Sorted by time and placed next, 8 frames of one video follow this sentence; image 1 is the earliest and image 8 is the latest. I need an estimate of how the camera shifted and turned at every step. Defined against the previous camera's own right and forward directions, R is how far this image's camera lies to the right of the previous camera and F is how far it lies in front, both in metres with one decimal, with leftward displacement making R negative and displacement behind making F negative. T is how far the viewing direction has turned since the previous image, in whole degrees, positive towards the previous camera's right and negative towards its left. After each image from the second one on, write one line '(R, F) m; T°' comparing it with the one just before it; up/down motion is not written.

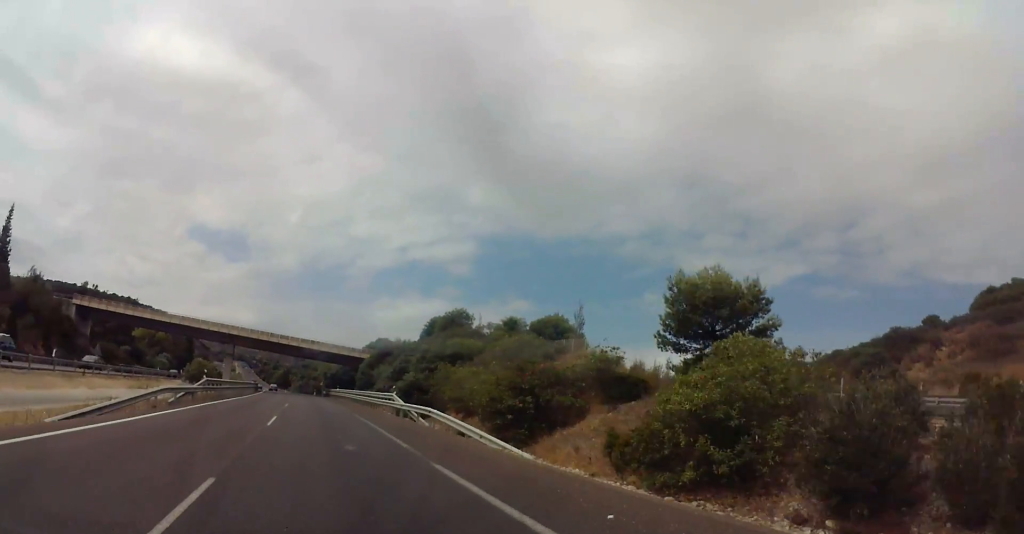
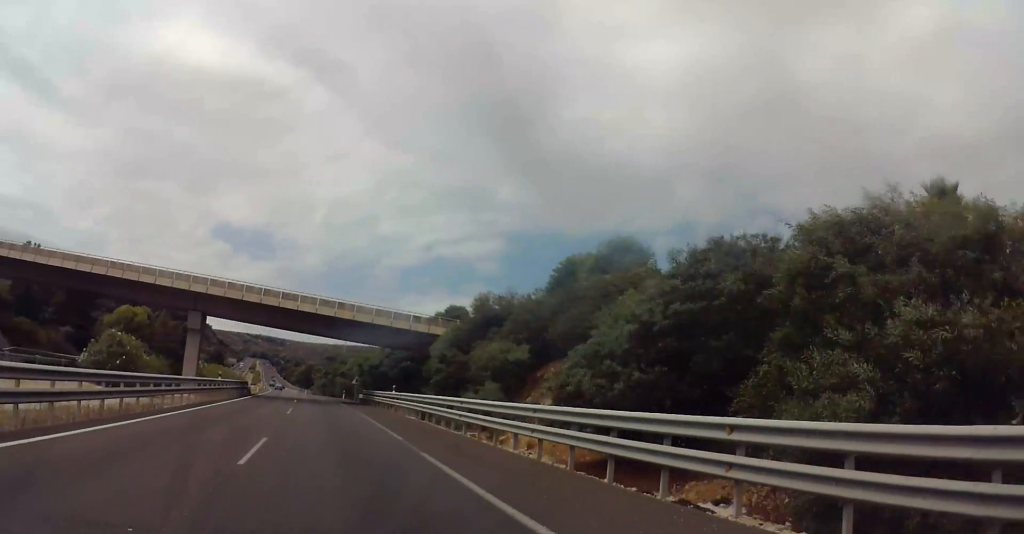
(-1.3, +43.7) m; -4°
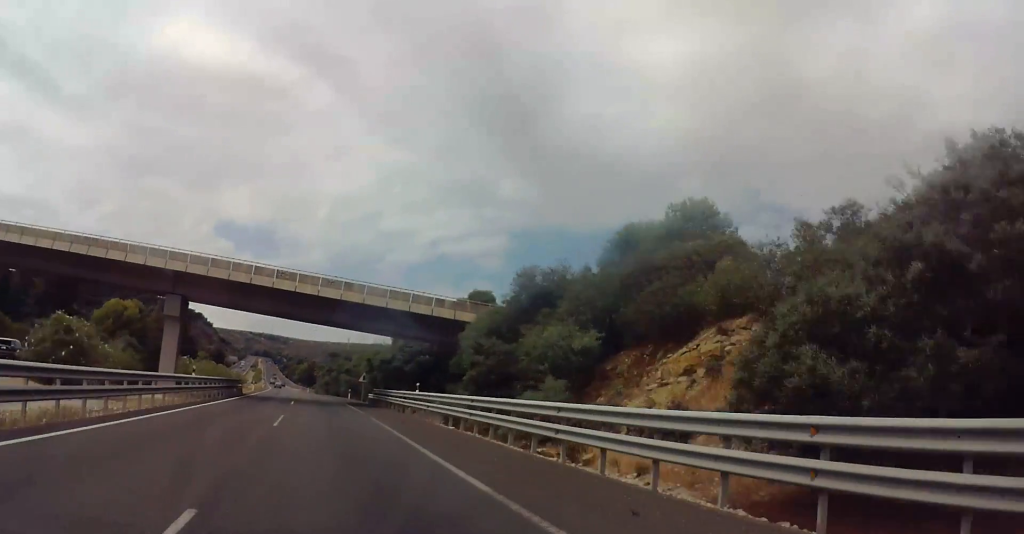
(-0.1, +10.6) m; 0°
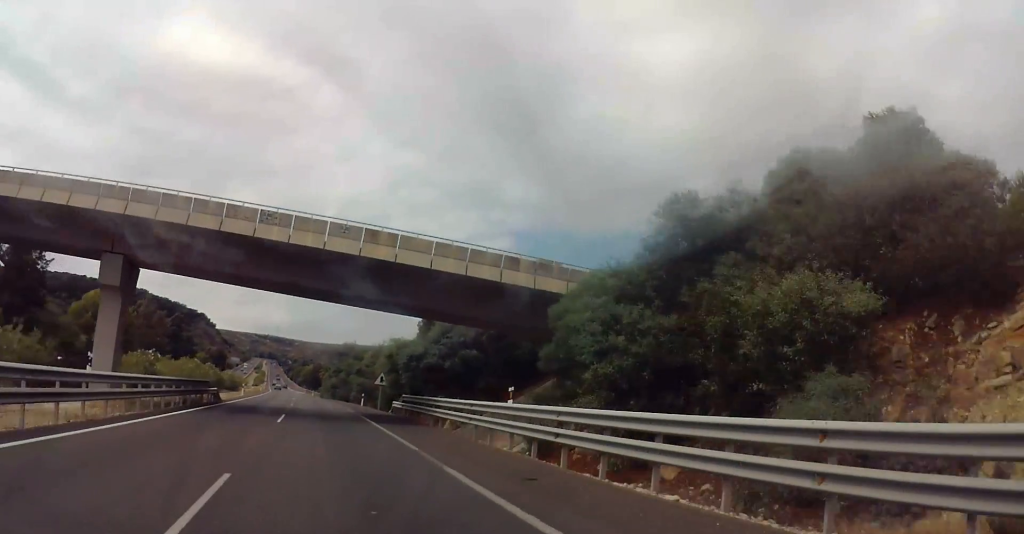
(-0.1, +15.4) m; -1°
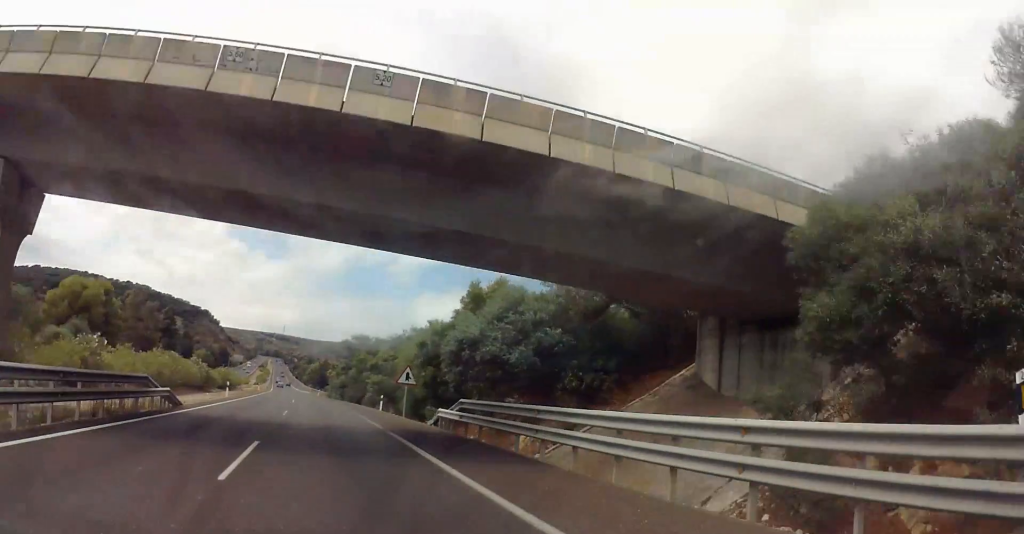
(+0.3, +15.3) m; -2°
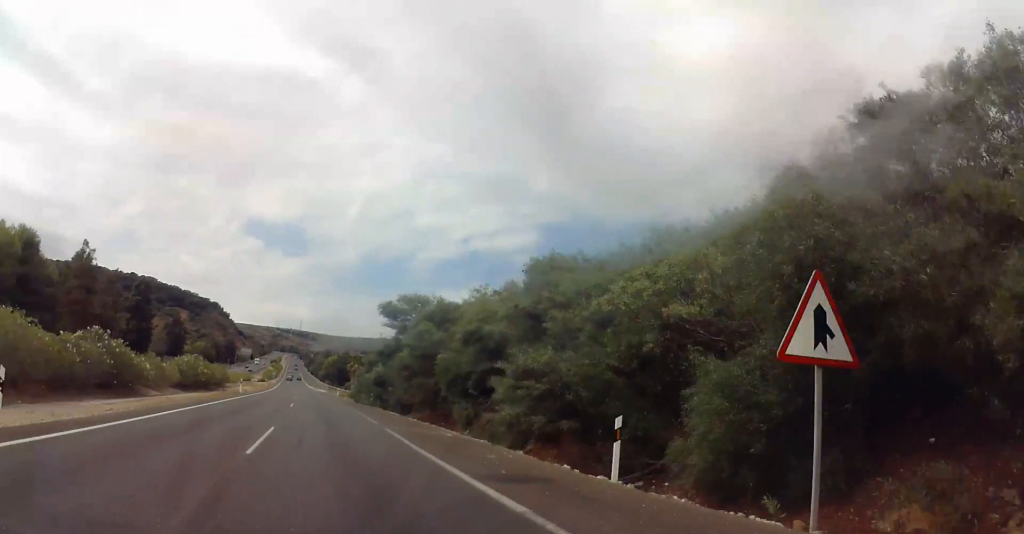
(-2.2, +38.0) m; -3°
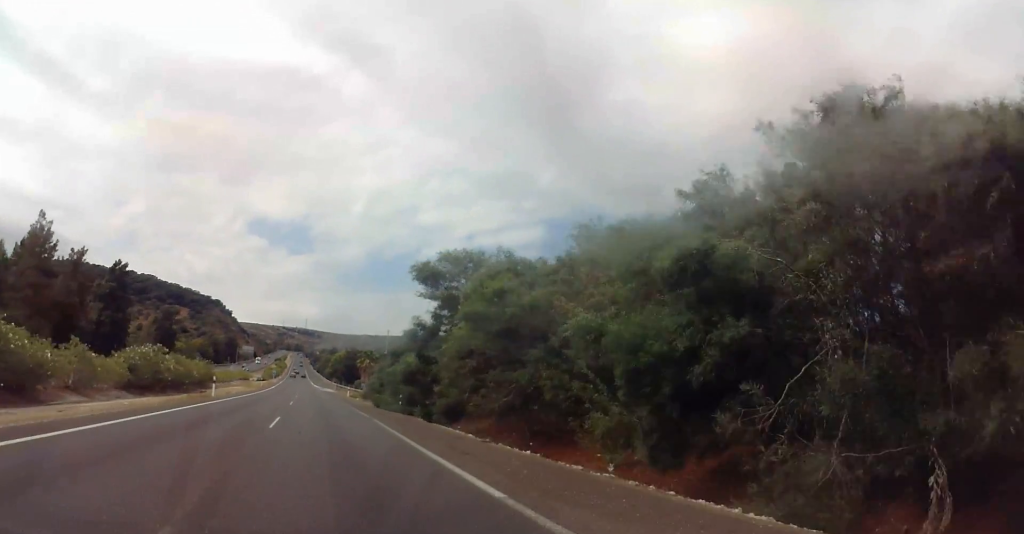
(+0.1, +17.8) m; +1°
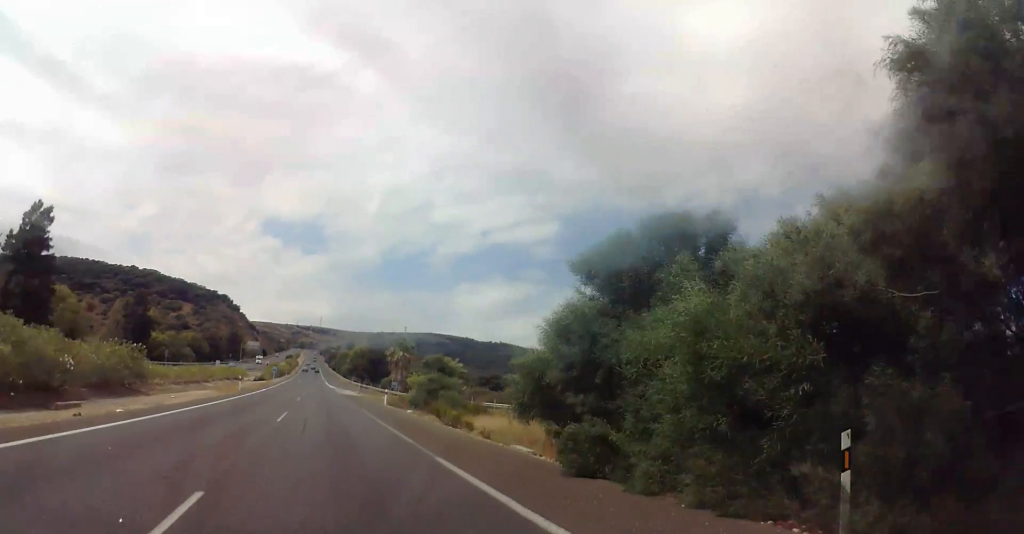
(-0.2, +37.4) m; -1°
